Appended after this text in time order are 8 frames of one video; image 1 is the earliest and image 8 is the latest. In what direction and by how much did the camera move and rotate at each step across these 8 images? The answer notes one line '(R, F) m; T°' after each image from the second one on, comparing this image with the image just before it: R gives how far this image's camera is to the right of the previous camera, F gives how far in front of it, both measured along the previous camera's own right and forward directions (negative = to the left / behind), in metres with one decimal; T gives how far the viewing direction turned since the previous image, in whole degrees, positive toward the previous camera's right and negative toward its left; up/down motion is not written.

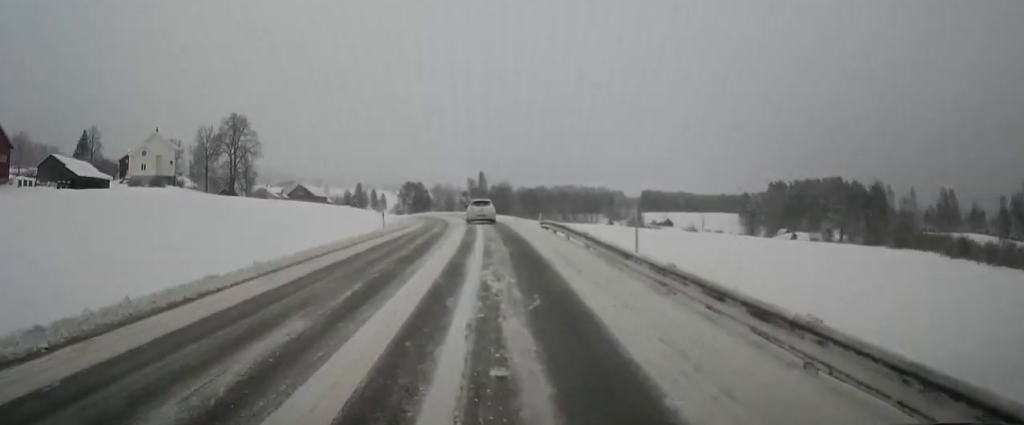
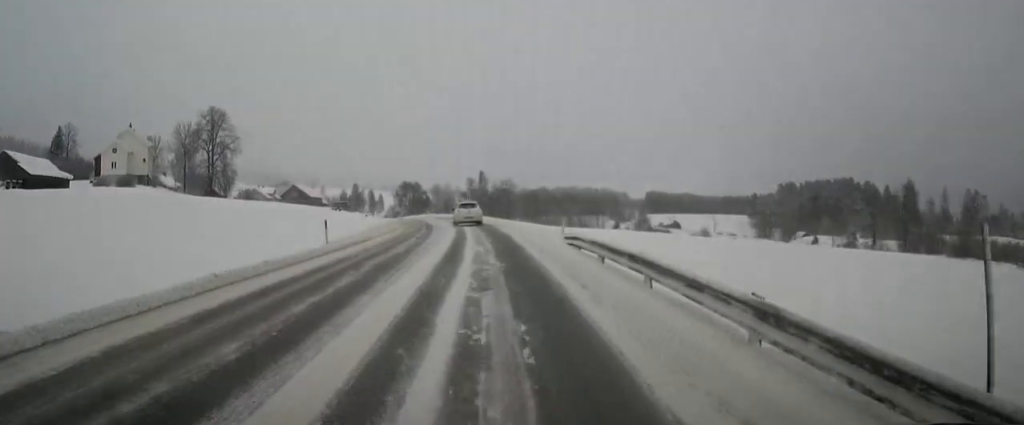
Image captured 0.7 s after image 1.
(0.0, +11.2) m; 0°
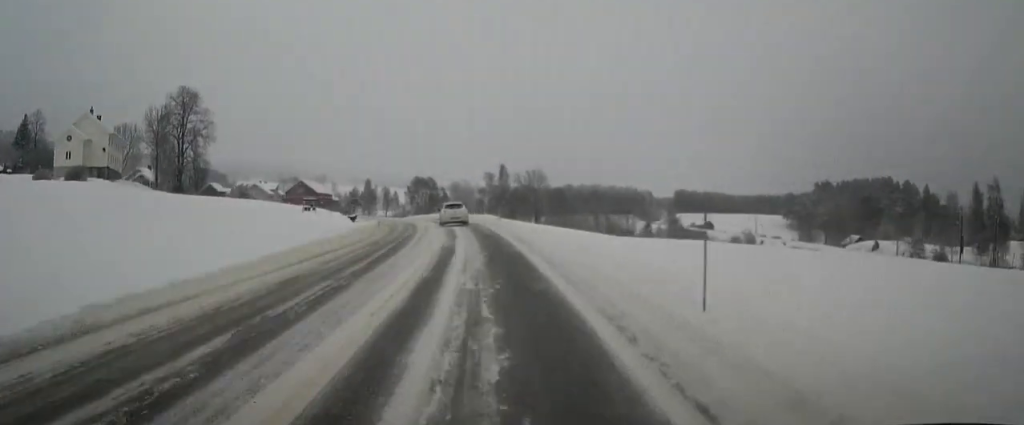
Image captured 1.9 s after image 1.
(-0.2, +19.6) m; -2°
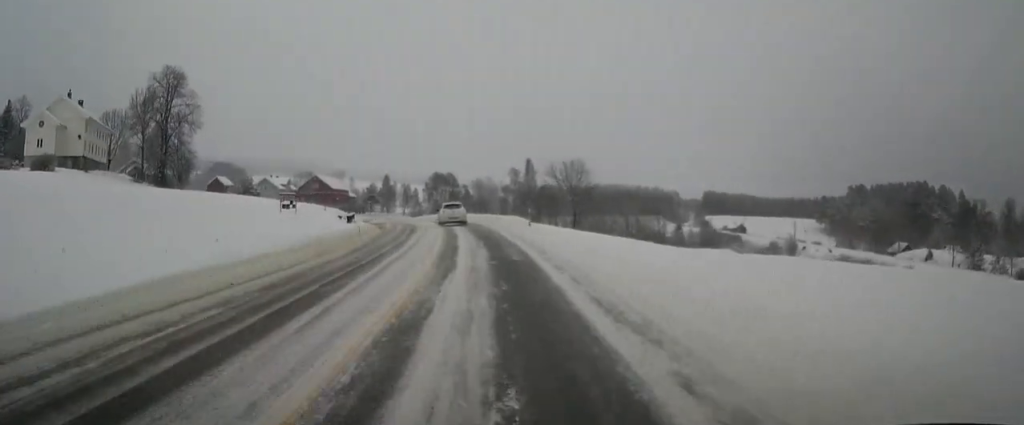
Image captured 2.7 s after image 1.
(-0.2, +12.7) m; -2°
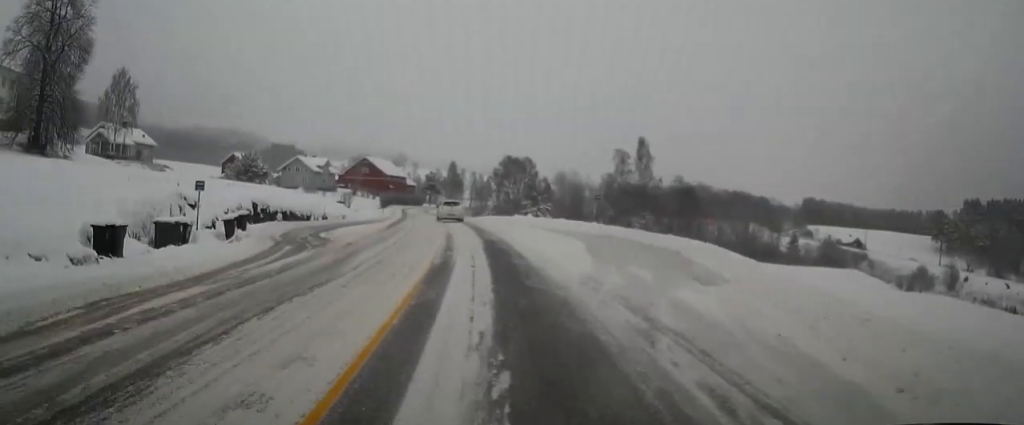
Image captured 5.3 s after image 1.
(-2.3, +40.5) m; -7°
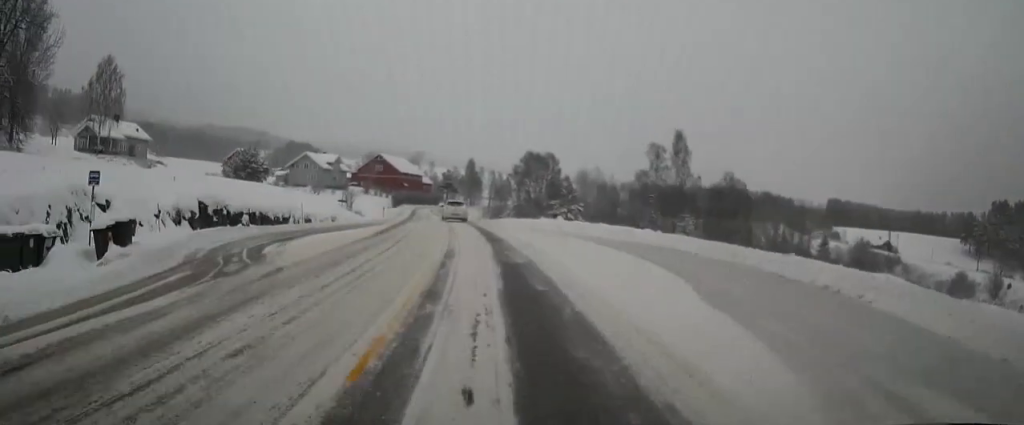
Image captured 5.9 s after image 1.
(-0.2, +8.8) m; -2°
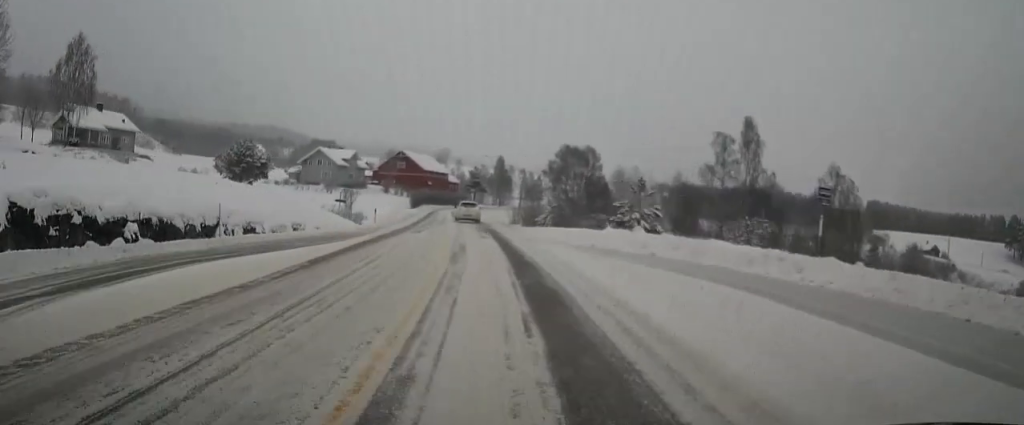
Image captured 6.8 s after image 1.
(-0.4, +13.5) m; -3°
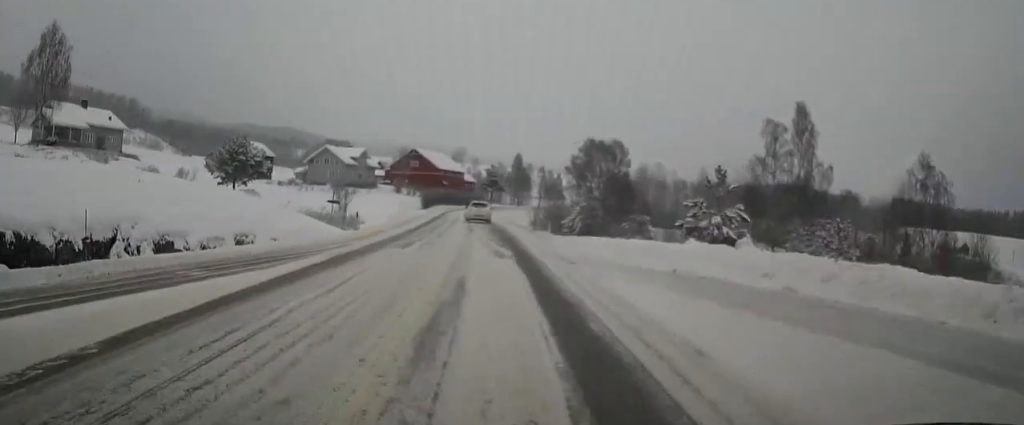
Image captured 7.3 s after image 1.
(-0.1, +8.3) m; -2°
